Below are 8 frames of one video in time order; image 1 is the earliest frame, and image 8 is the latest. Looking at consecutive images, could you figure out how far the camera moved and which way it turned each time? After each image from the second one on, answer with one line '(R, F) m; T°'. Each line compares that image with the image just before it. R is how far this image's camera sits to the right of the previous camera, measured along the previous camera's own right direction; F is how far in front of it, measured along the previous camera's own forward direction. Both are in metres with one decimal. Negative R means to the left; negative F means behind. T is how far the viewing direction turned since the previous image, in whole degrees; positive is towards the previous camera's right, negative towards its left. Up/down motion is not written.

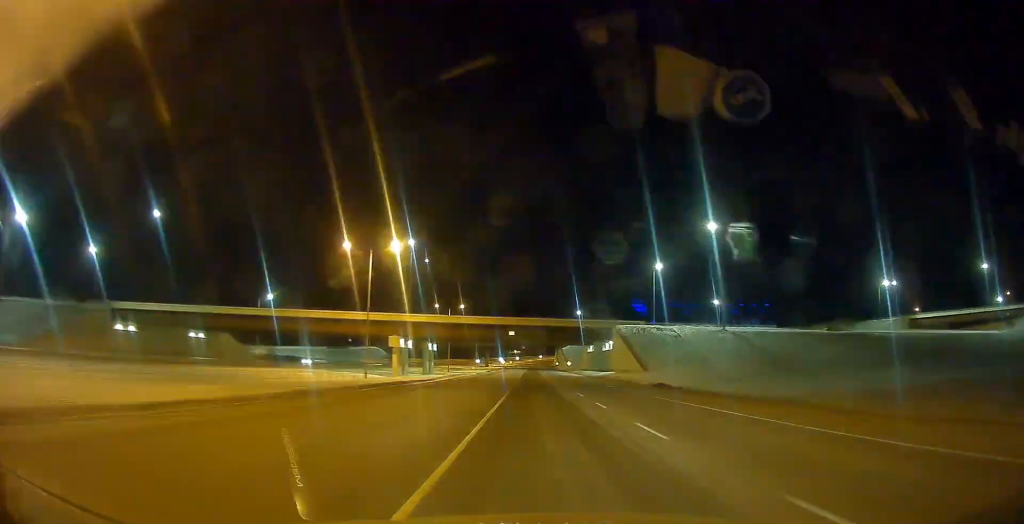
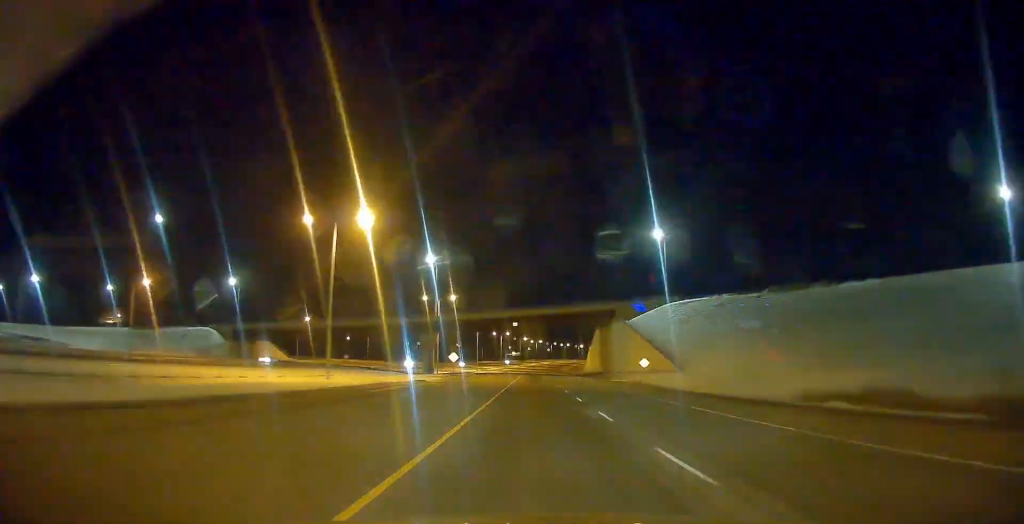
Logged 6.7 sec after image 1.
(+1.5, +168.8) m; +2°
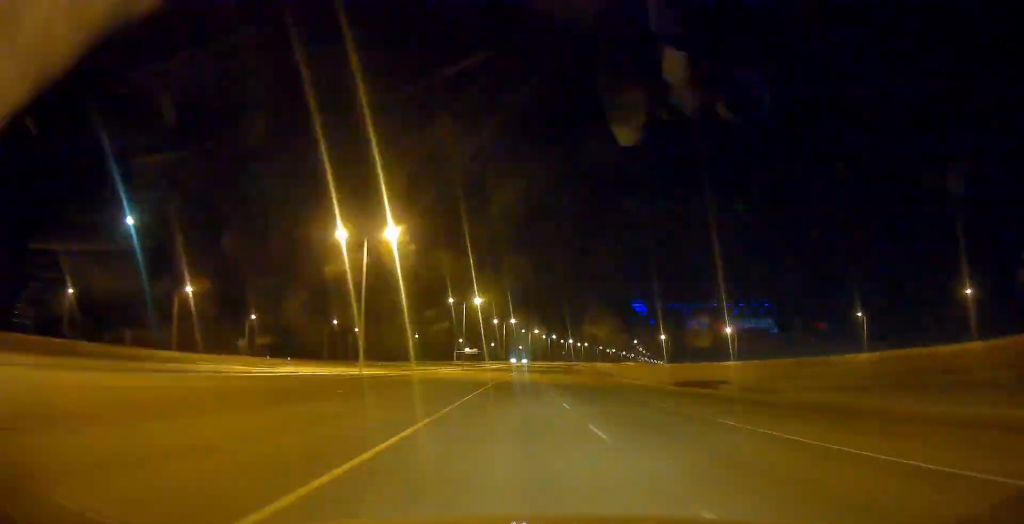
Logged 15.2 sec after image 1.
(+6.7, +222.9) m; +4°
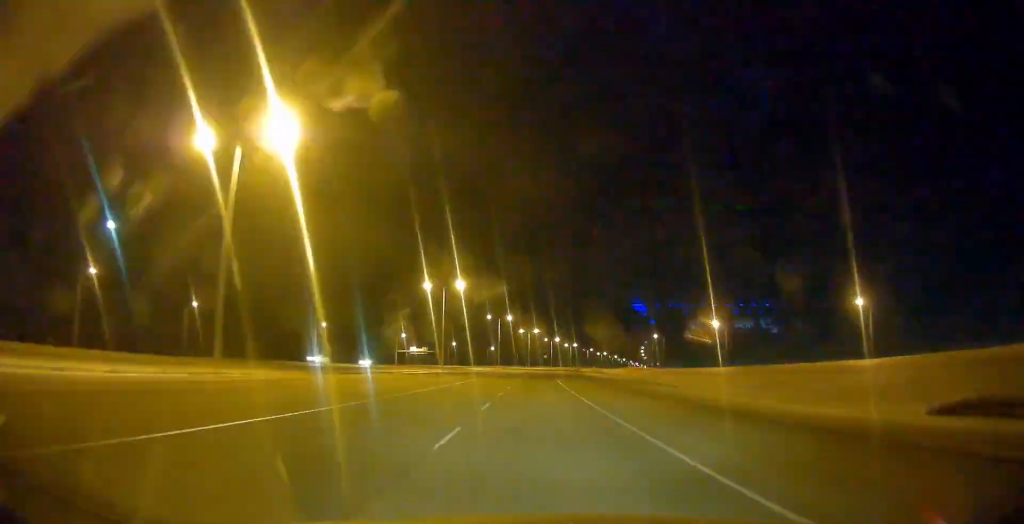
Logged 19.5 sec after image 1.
(+0.9, +115.0) m; +3°
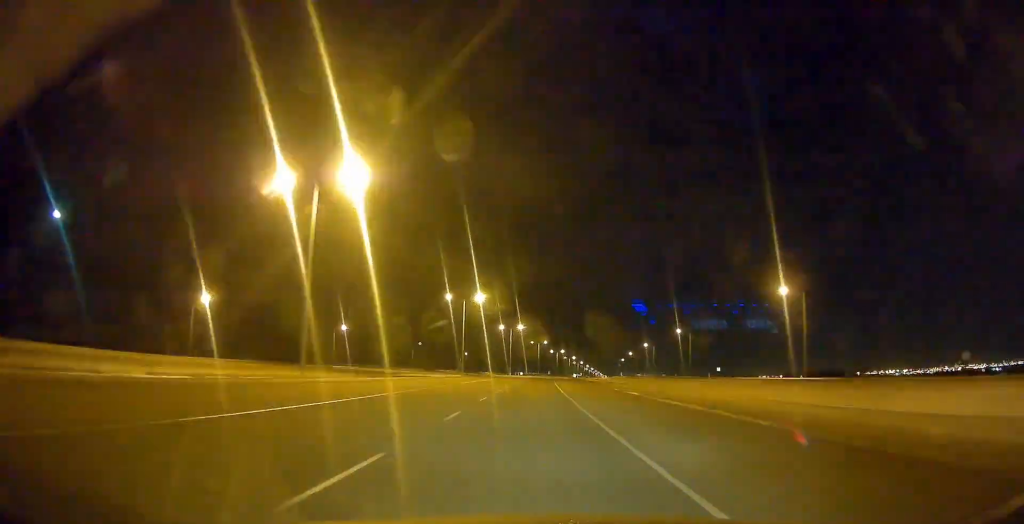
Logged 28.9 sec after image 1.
(+14.6, +265.5) m; +6°
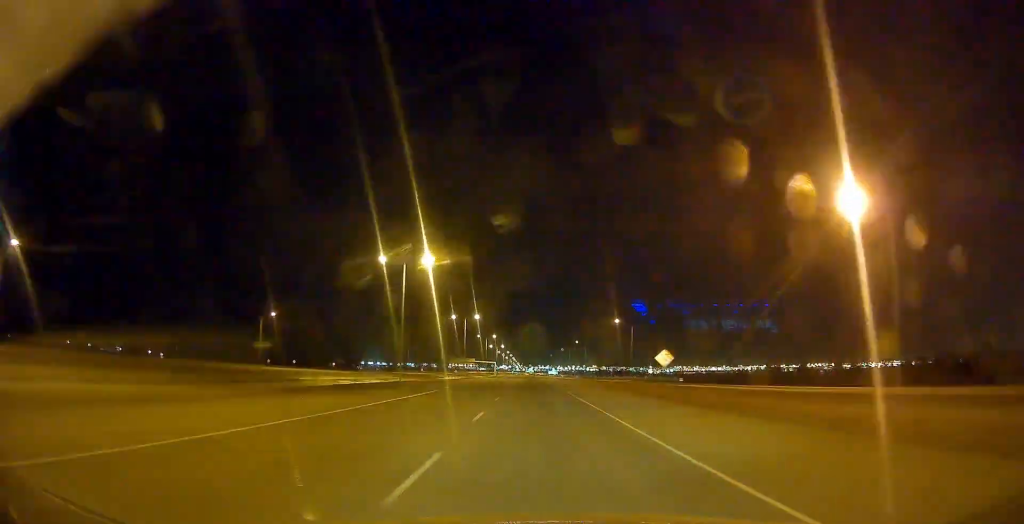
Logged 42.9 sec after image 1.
(+26.9, +409.5) m; +5°
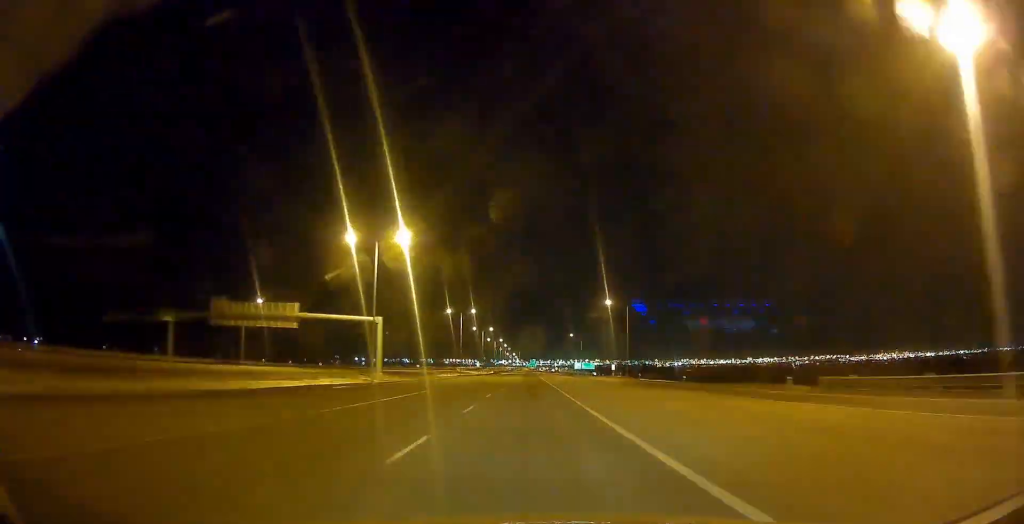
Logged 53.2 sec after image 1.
(+1.7, +305.6) m; 0°
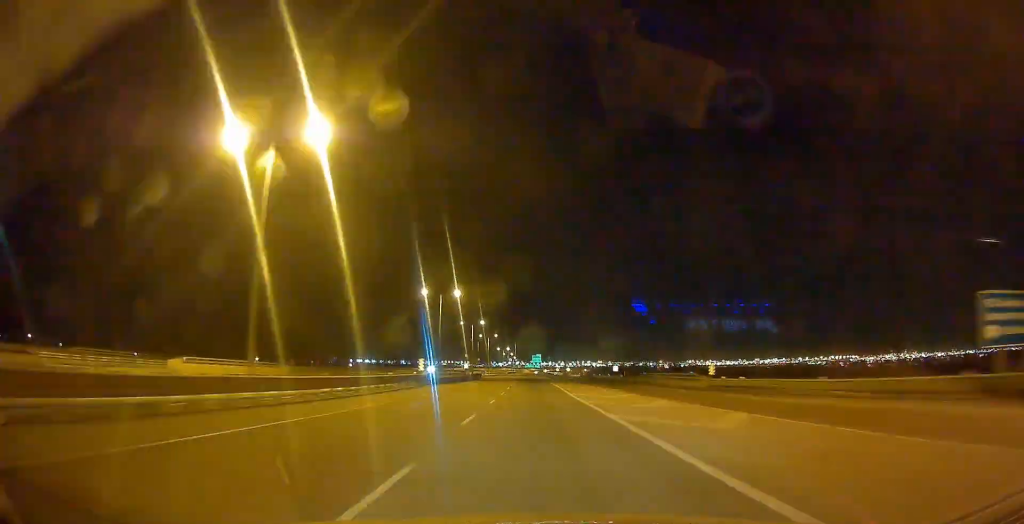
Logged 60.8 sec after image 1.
(0.0, +225.8) m; 0°
